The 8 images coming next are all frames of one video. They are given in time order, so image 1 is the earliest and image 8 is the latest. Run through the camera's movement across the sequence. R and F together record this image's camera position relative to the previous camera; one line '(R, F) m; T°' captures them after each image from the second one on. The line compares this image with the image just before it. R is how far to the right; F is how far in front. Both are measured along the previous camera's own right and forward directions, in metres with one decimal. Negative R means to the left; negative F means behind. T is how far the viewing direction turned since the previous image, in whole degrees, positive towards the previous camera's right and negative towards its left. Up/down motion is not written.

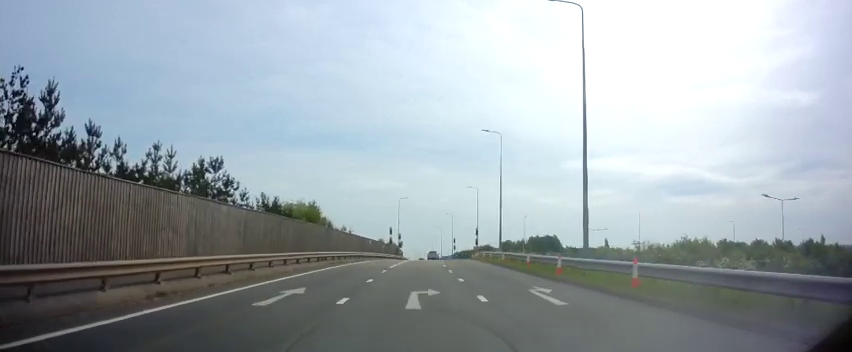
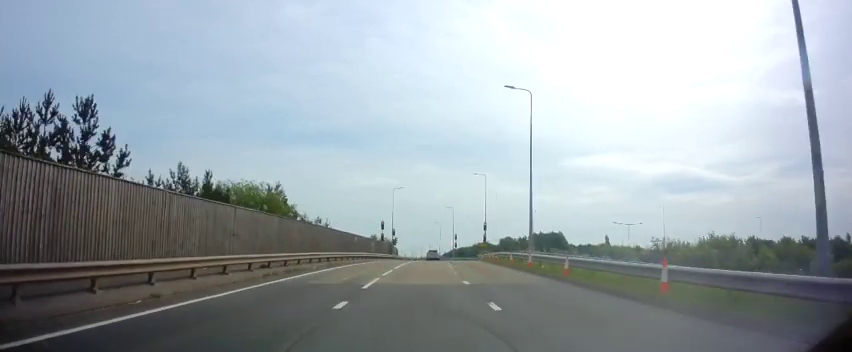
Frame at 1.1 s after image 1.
(+0.2, +12.7) m; -2°
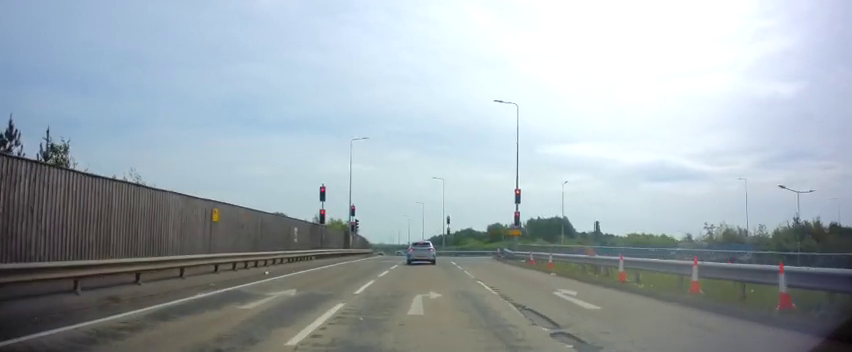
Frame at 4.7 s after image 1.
(+0.7, +31.6) m; +7°
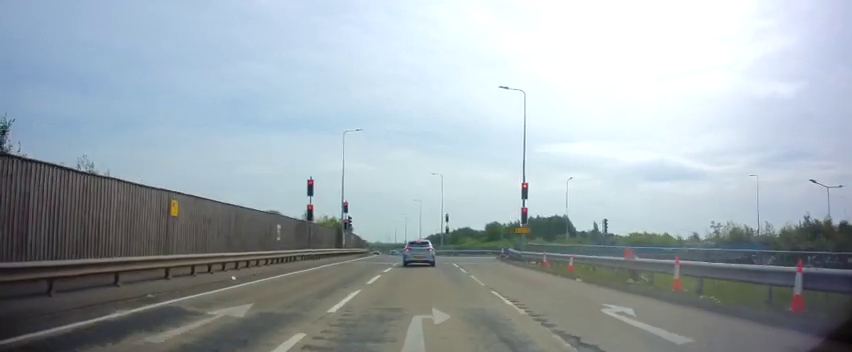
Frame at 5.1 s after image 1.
(+0.2, +3.3) m; 0°
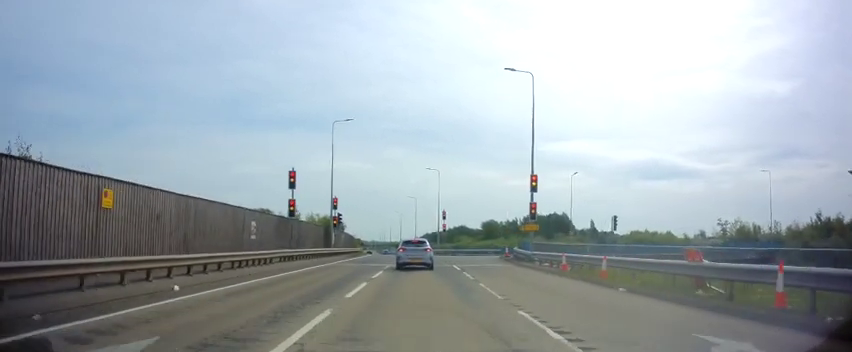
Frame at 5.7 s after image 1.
(-0.1, +3.6) m; -2°
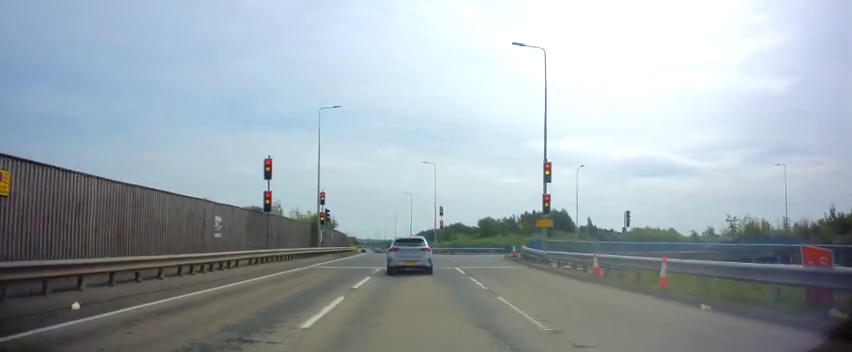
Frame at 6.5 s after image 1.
(-0.2, +4.1) m; -3°
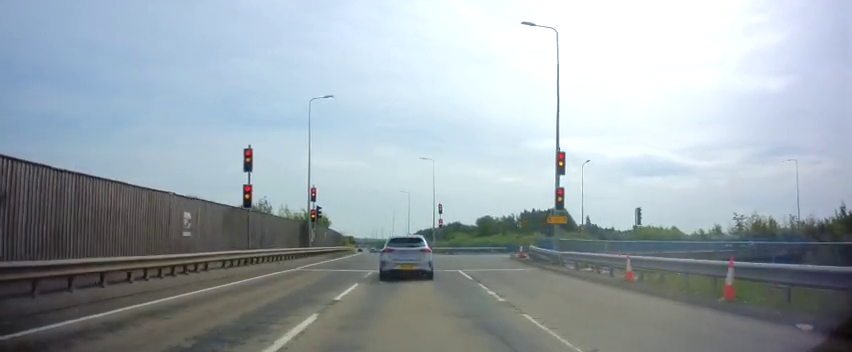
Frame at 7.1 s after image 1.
(0.0, +2.8) m; 0°
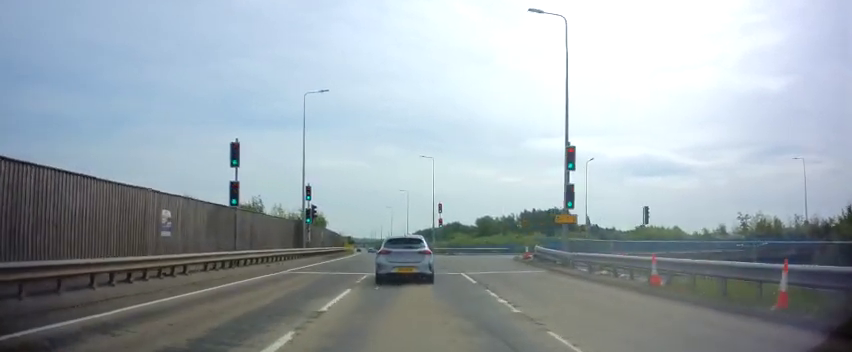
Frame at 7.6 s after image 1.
(0.0, +1.6) m; 0°
